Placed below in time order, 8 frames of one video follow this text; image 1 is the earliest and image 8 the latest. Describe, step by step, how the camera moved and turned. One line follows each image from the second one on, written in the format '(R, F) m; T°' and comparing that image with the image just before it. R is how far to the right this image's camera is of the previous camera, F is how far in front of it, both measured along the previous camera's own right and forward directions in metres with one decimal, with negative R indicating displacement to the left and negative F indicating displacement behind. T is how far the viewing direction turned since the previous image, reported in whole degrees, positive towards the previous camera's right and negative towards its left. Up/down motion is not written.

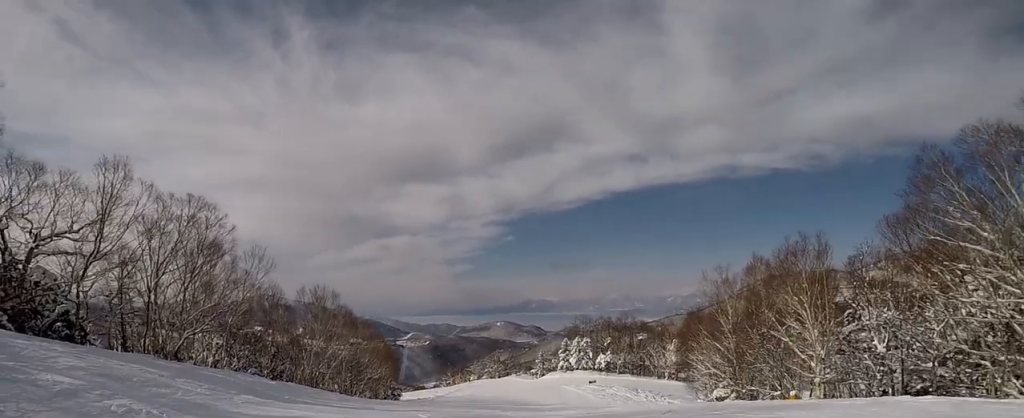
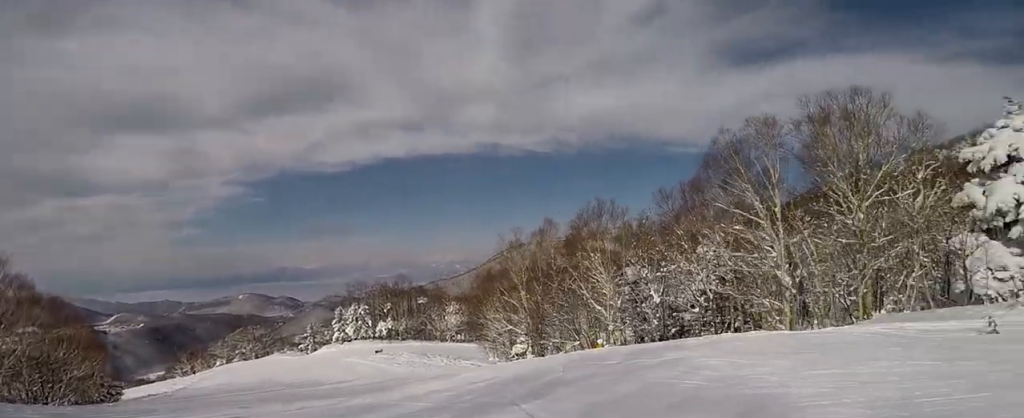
(+1.4, +3.9) m; +40°
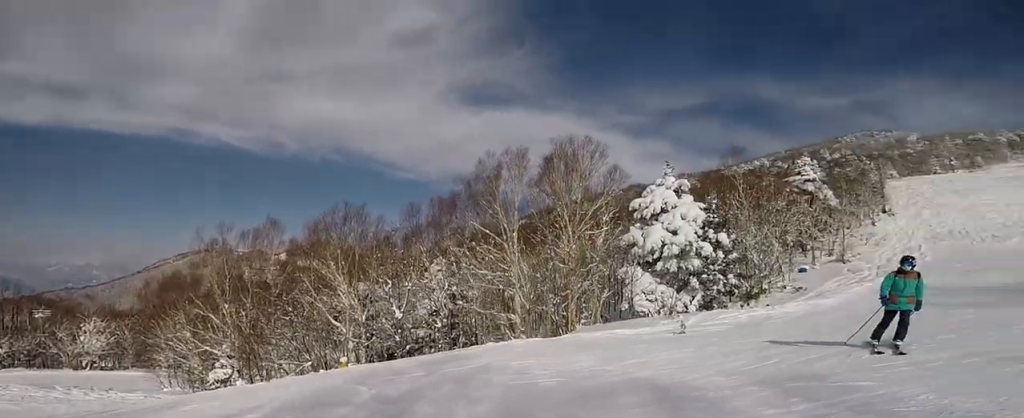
(+0.9, +2.4) m; +21°
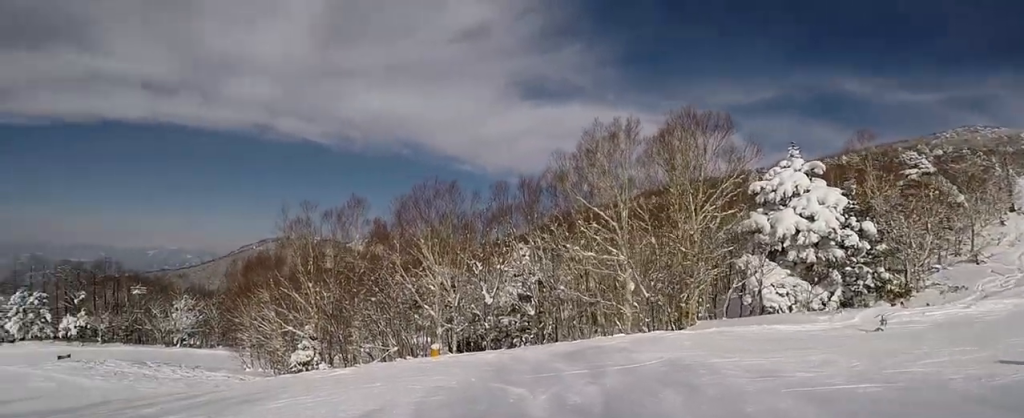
(+0.8, +3.6) m; +4°
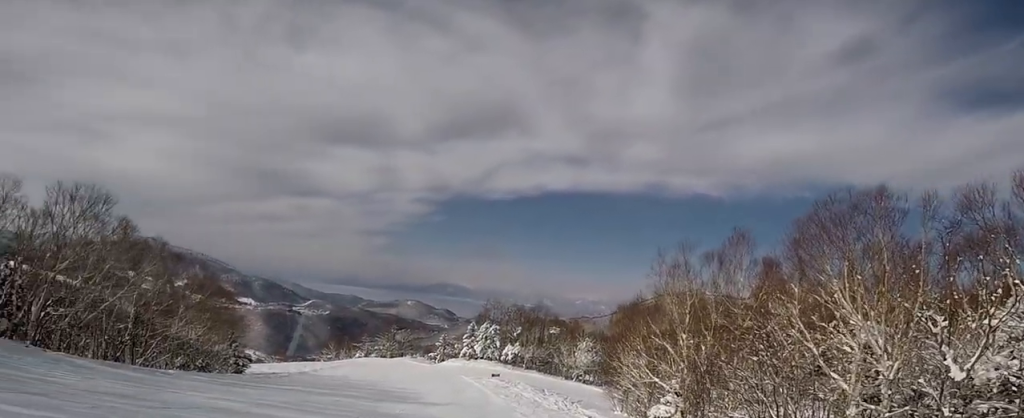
(-1.0, +4.6) m; -29°
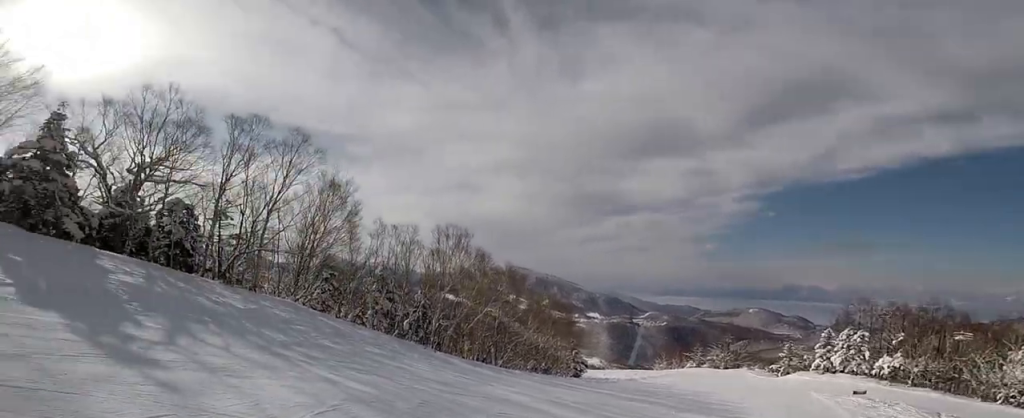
(-0.3, +2.5) m; -6°
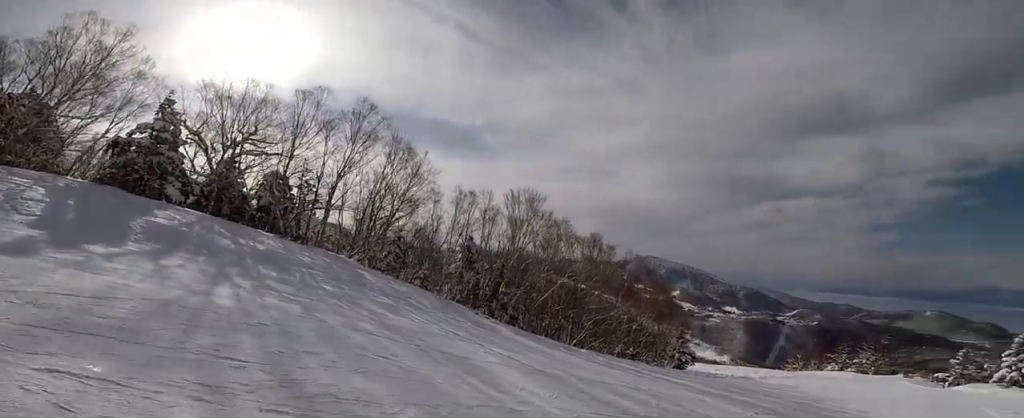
(-0.3, +5.8) m; -20°
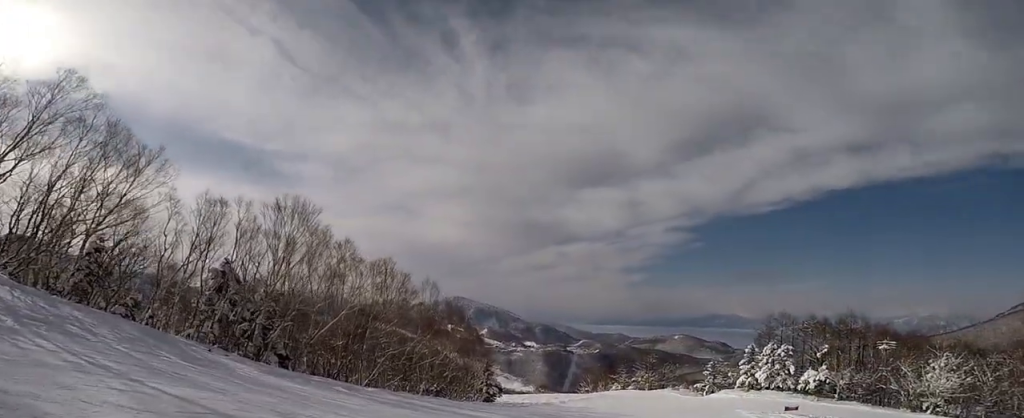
(-0.9, +3.7) m; -12°
